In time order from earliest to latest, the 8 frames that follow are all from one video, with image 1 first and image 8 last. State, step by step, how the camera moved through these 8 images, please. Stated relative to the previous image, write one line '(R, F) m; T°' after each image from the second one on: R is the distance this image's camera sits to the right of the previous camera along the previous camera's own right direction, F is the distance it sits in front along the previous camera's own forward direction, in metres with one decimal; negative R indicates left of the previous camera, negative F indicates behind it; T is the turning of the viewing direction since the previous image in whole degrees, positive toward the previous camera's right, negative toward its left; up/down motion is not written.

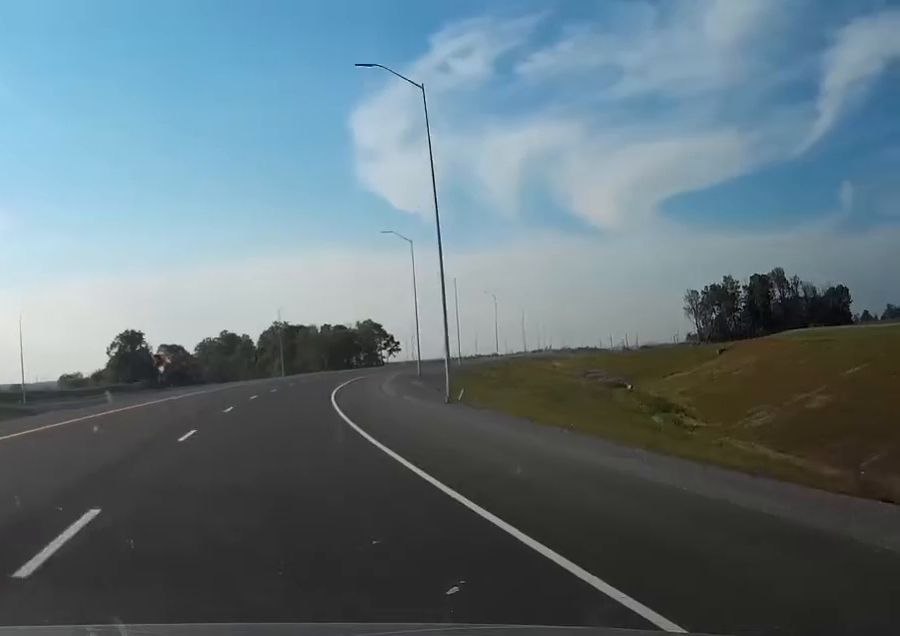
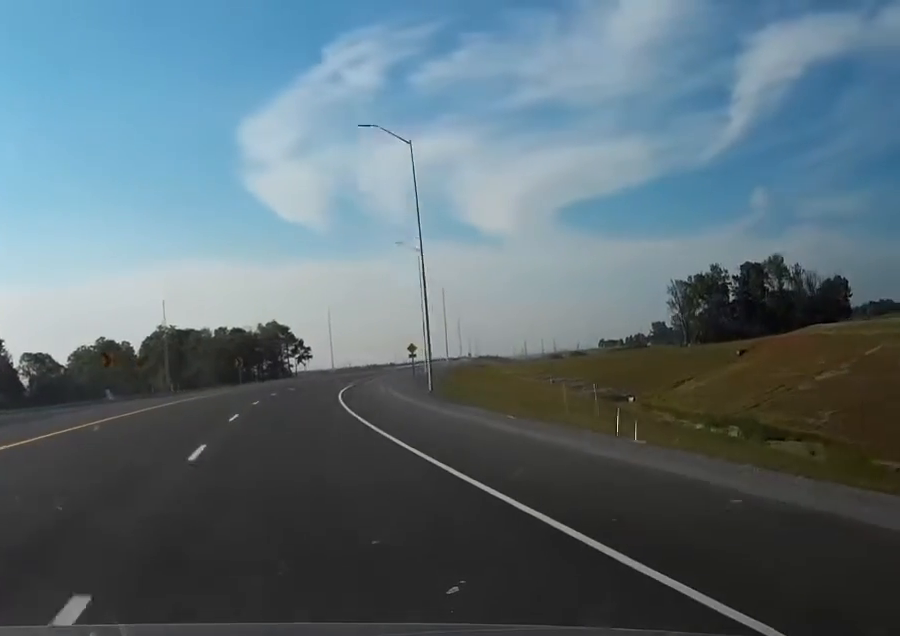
(+3.1, +50.1) m; +8°
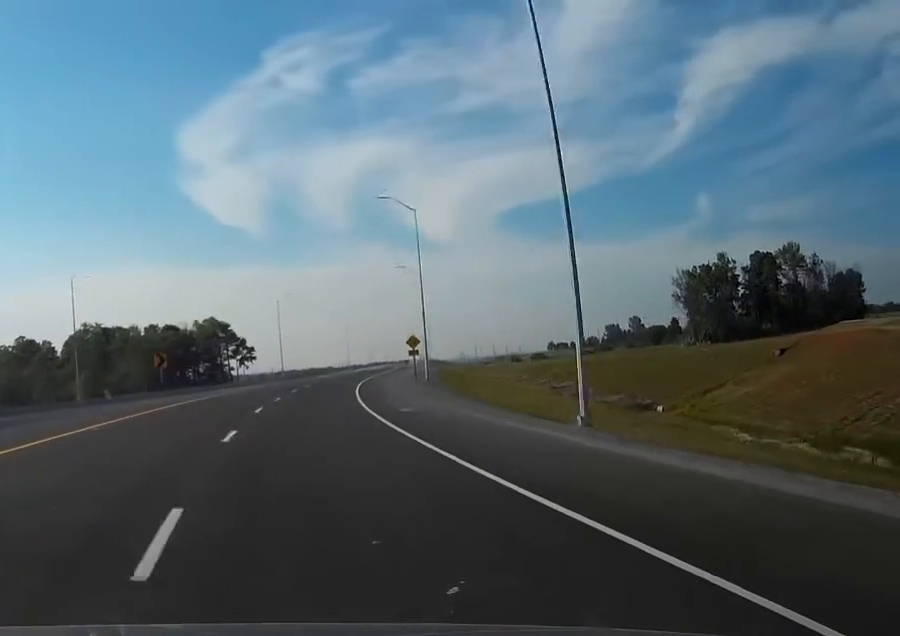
(+1.8, +31.8) m; +5°
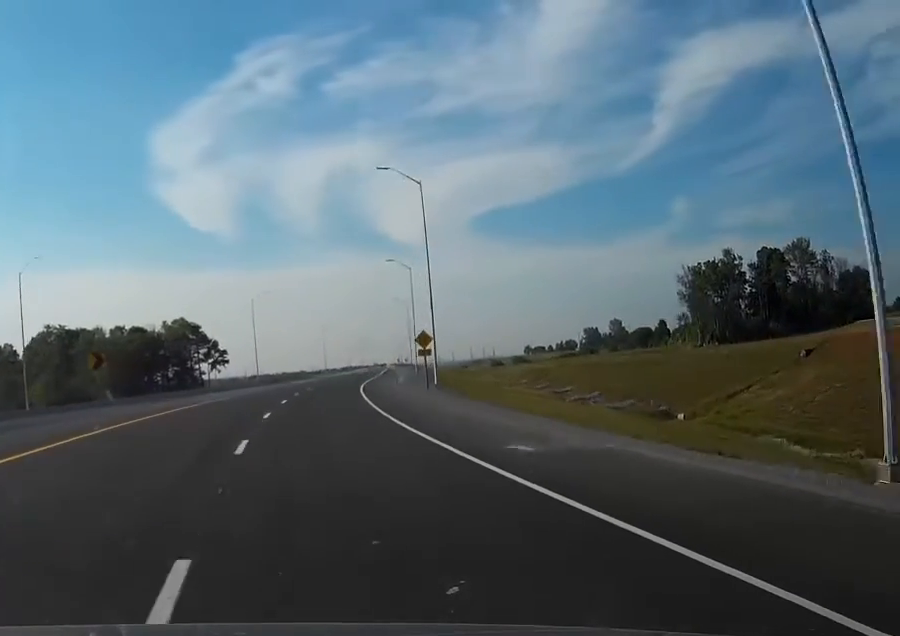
(0.0, +14.0) m; +1°
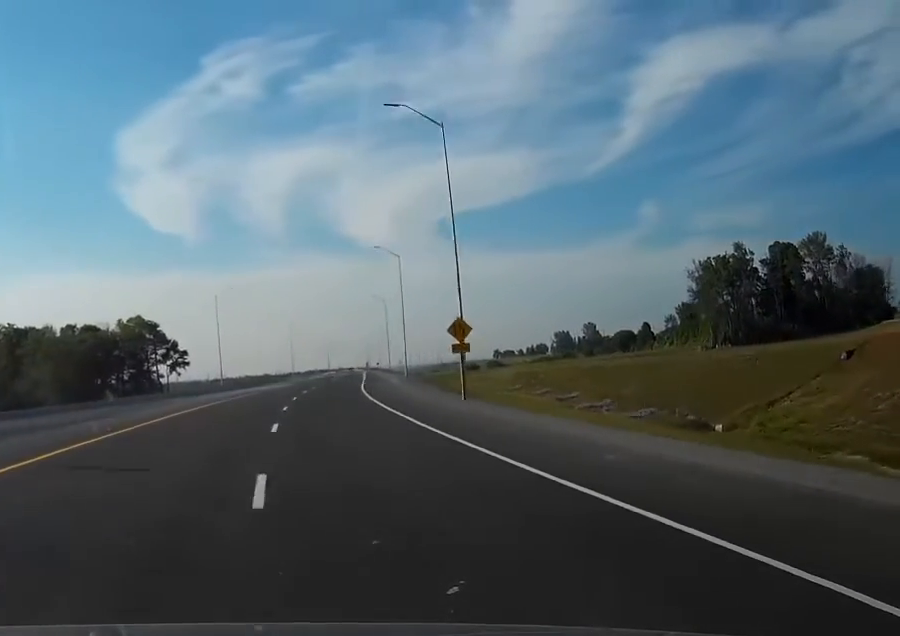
(+0.4, +18.2) m; +2°
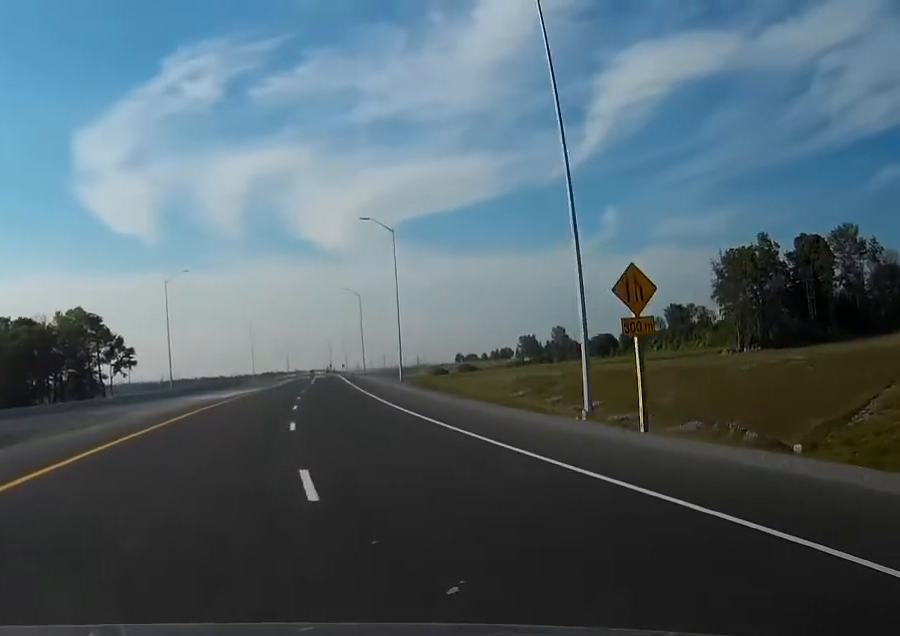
(+0.5, +23.4) m; +3°
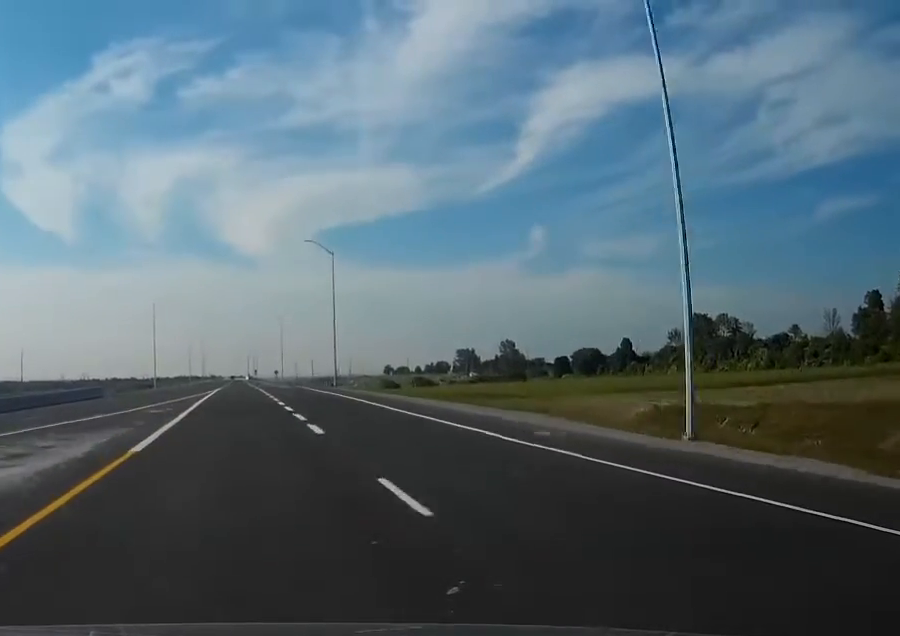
(+4.1, +73.0) m; +5°
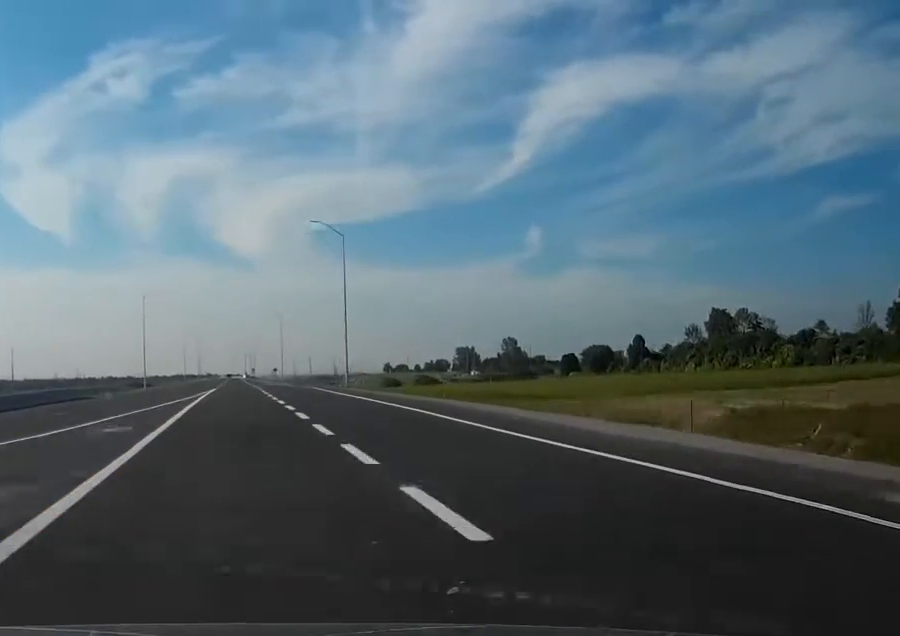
(0.0, +13.5) m; 0°
